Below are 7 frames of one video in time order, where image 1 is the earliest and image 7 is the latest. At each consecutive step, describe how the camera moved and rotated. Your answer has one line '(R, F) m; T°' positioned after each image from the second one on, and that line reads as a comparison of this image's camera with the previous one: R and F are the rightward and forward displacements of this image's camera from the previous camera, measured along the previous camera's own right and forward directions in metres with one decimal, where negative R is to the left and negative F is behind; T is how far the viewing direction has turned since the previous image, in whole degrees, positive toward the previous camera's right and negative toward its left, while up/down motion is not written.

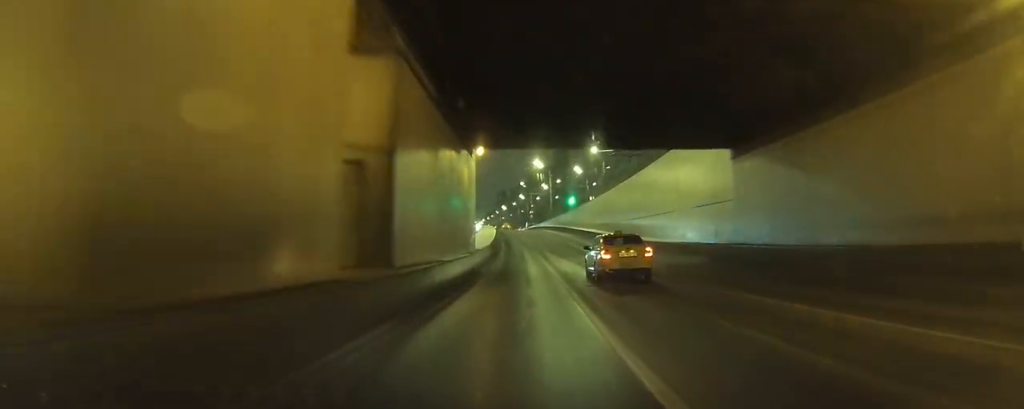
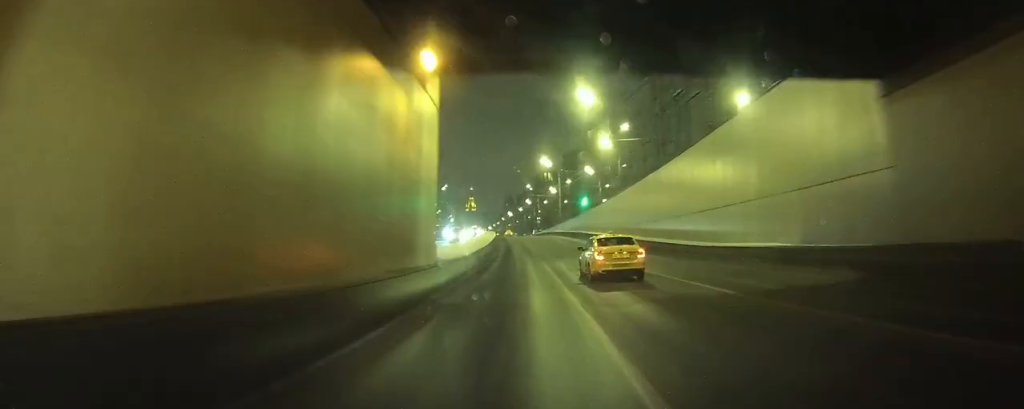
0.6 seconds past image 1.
(+0.1, +14.2) m; +3°
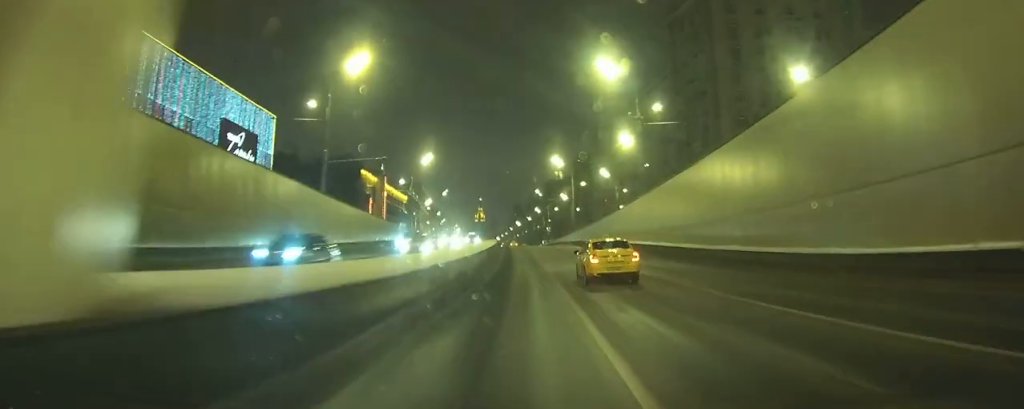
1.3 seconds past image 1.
(+0.3, +14.5) m; +4°
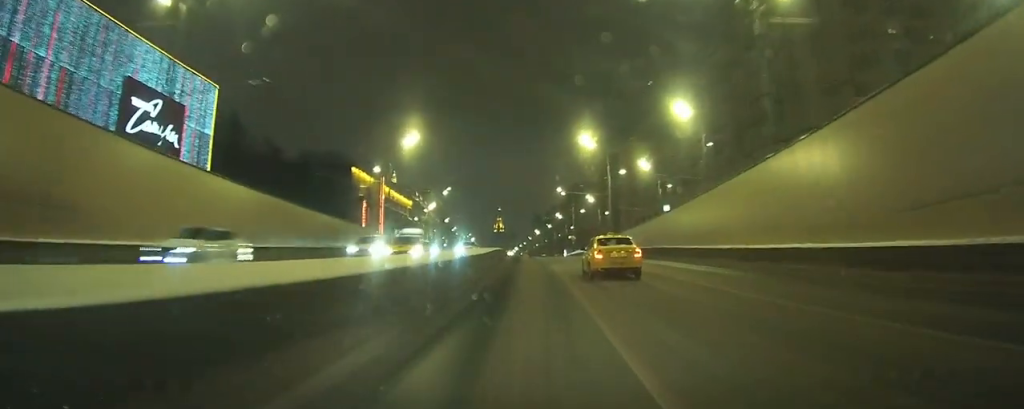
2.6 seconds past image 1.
(+2.3, +25.2) m; +3°
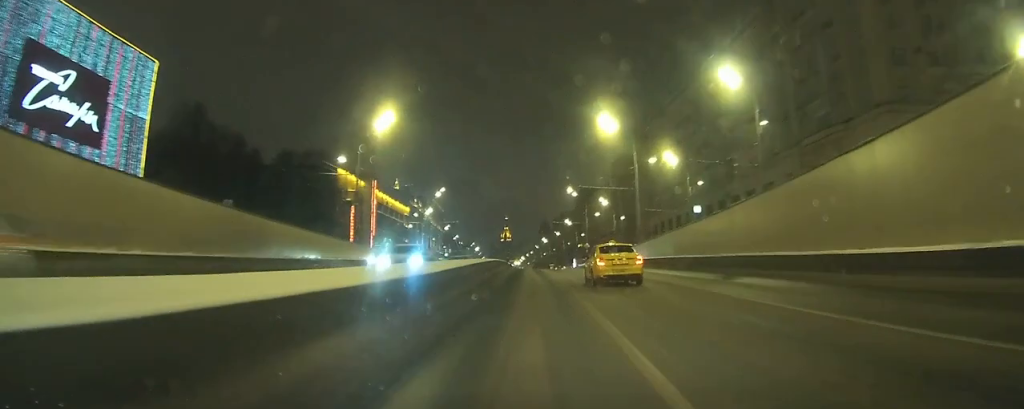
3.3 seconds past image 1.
(-0.1, +13.9) m; -4°
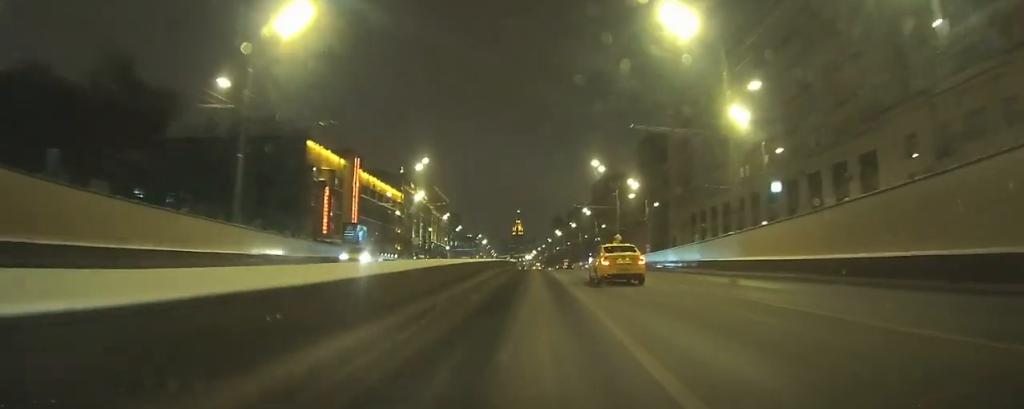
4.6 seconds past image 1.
(-2.0, +20.3) m; -6°
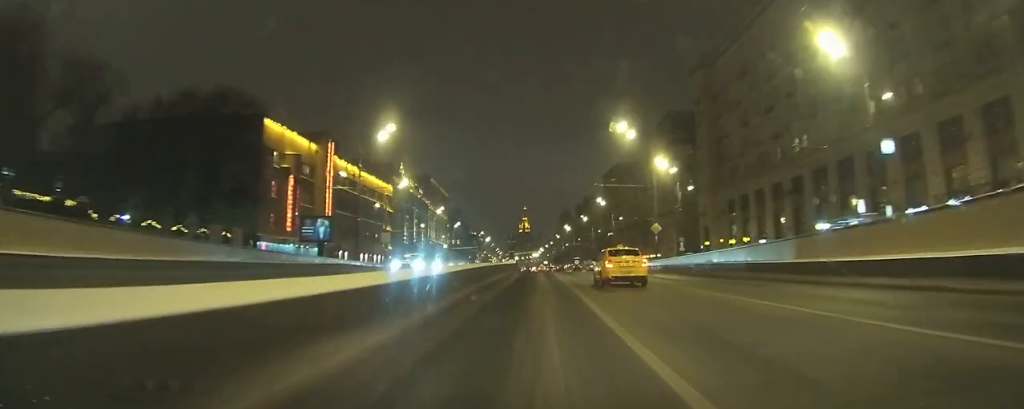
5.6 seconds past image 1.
(-0.1, +14.2) m; -1°
